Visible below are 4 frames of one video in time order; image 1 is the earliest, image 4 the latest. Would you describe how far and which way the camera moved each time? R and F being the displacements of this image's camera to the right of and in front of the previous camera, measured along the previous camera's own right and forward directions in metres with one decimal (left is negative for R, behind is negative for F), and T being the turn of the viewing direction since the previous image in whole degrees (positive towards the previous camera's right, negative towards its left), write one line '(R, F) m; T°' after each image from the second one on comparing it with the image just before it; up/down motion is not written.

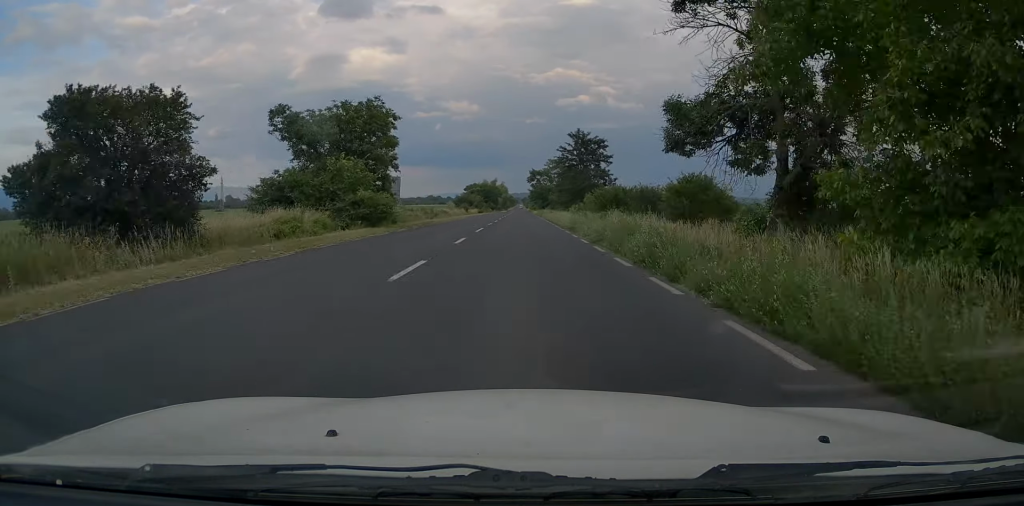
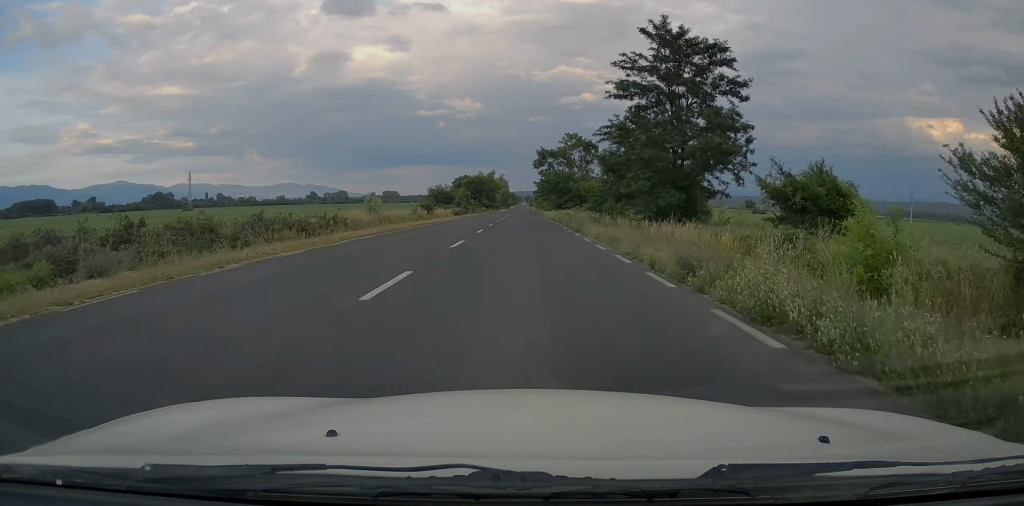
(+0.2, +46.5) m; 0°
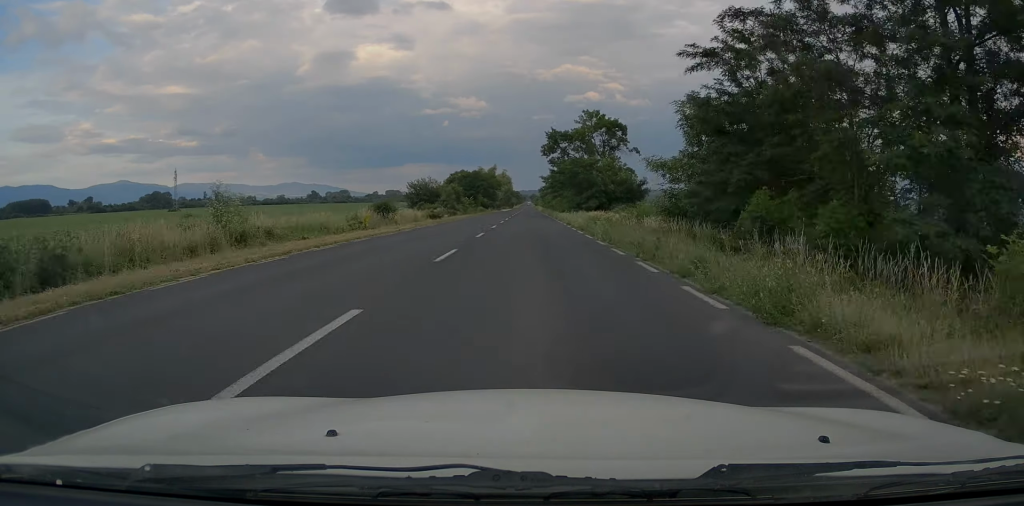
(-0.1, +21.6) m; 0°
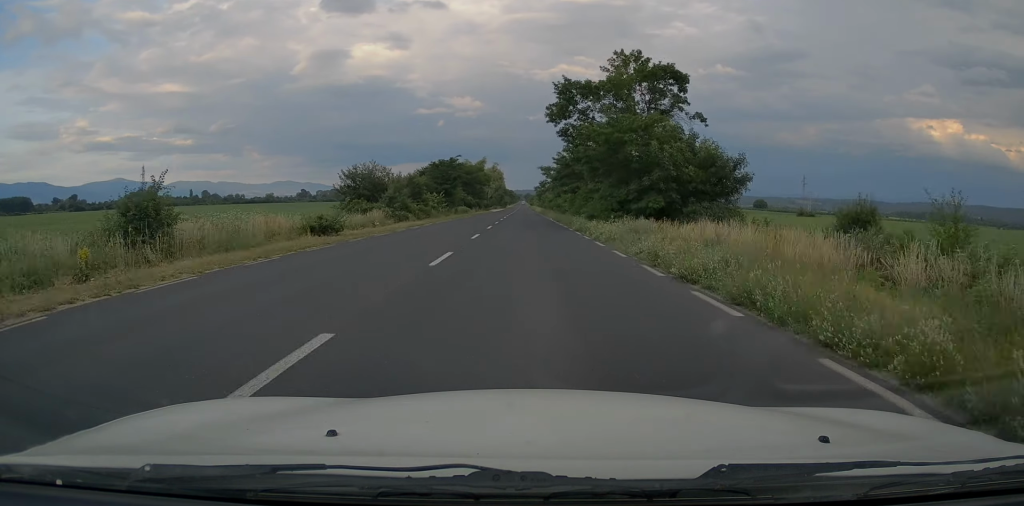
(+0.2, +28.0) m; 0°
